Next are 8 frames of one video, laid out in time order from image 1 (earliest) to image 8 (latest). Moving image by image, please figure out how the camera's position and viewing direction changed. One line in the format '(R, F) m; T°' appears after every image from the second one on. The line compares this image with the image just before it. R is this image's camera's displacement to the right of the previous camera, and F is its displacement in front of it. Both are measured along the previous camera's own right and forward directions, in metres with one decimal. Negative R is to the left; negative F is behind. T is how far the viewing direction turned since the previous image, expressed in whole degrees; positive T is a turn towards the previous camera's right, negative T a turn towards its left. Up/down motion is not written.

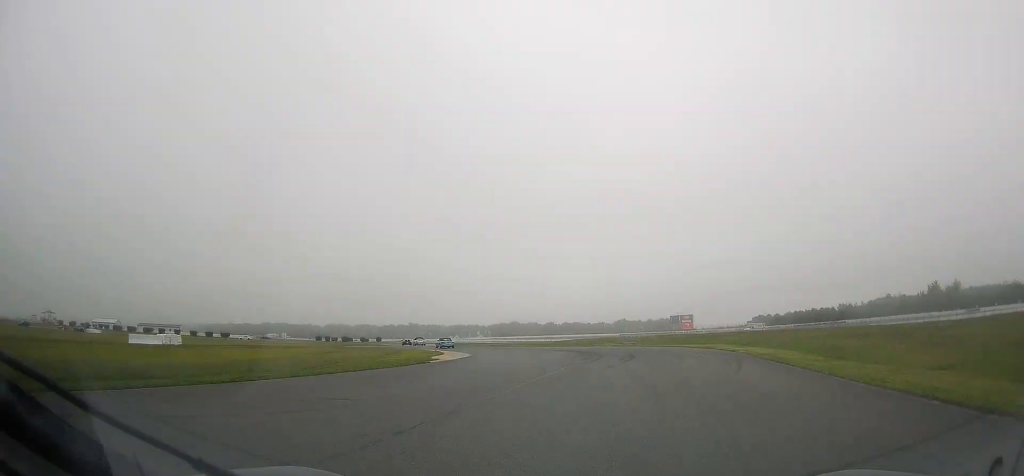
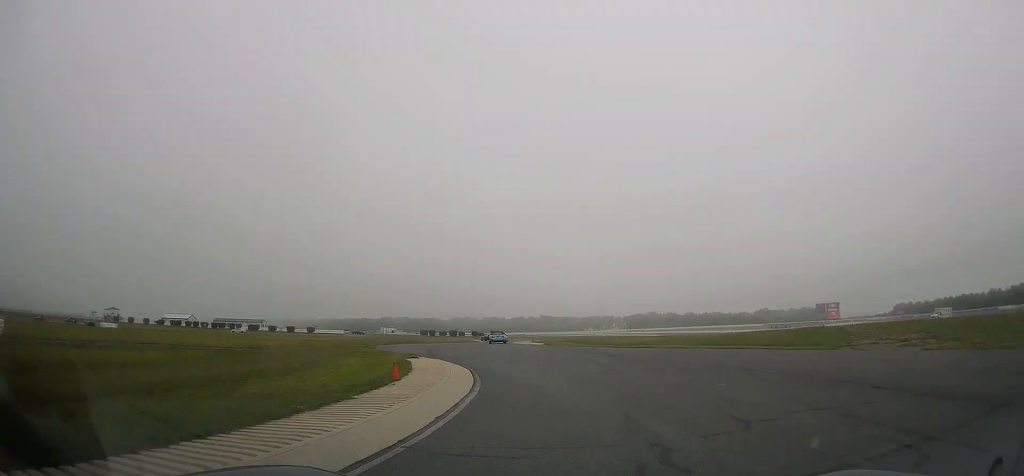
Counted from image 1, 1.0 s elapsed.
(-3.4, +34.3) m; -12°
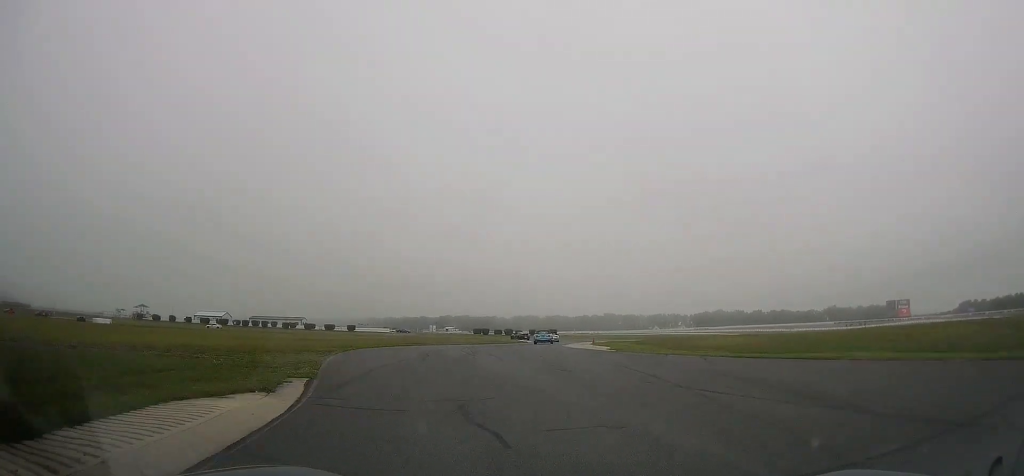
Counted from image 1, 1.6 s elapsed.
(-1.4, +18.0) m; -4°
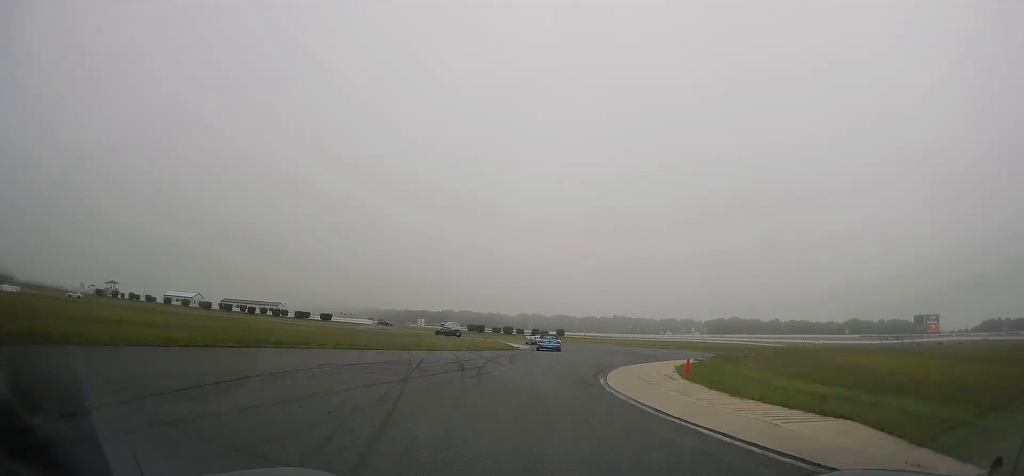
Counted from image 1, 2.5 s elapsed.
(-1.7, +27.3) m; -4°
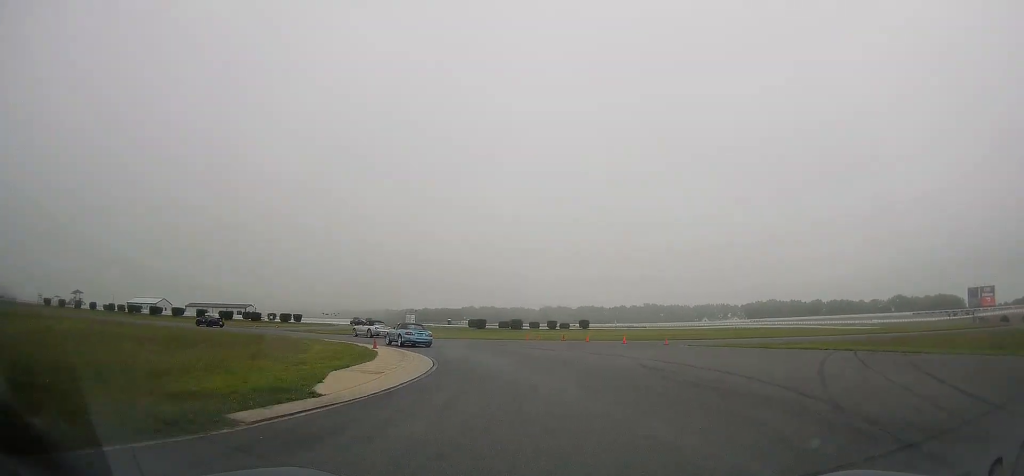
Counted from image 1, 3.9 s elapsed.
(-0.9, +36.9) m; -11°
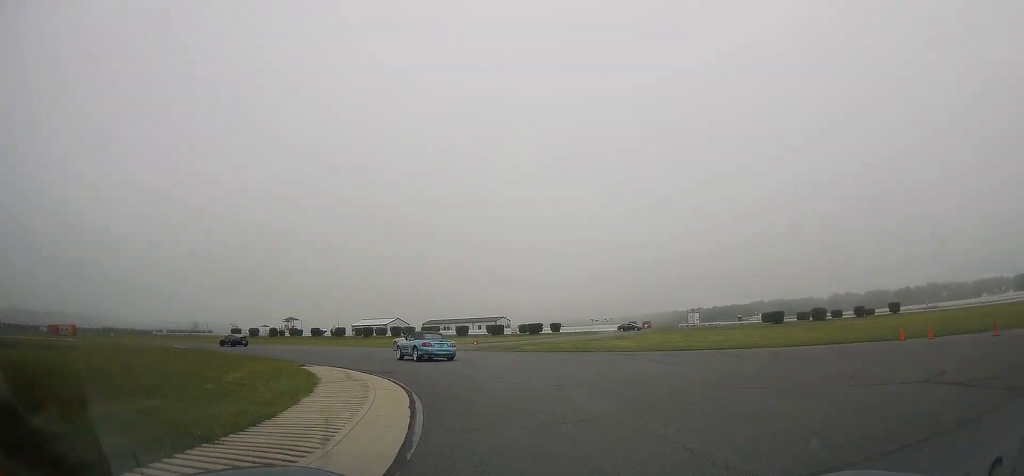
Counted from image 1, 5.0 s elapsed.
(-4.2, +23.3) m; -25°
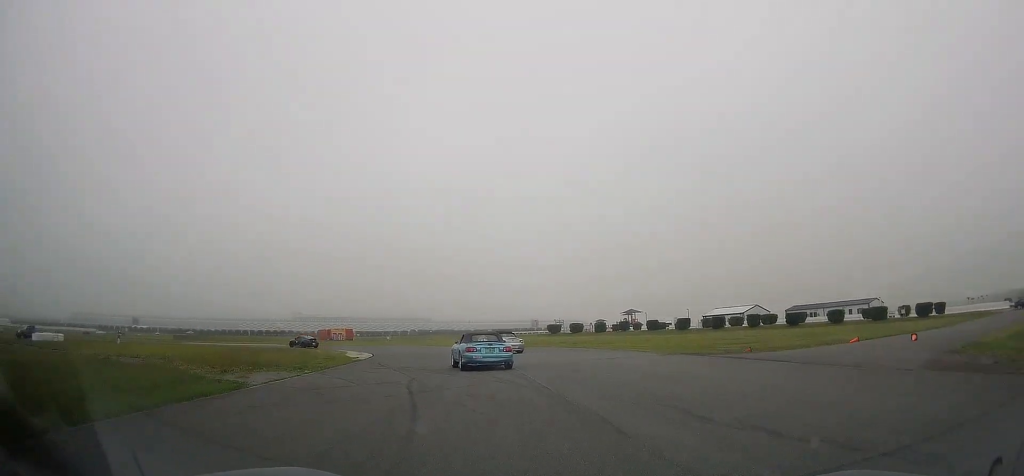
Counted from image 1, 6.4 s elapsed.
(-7.7, +25.2) m; -32°
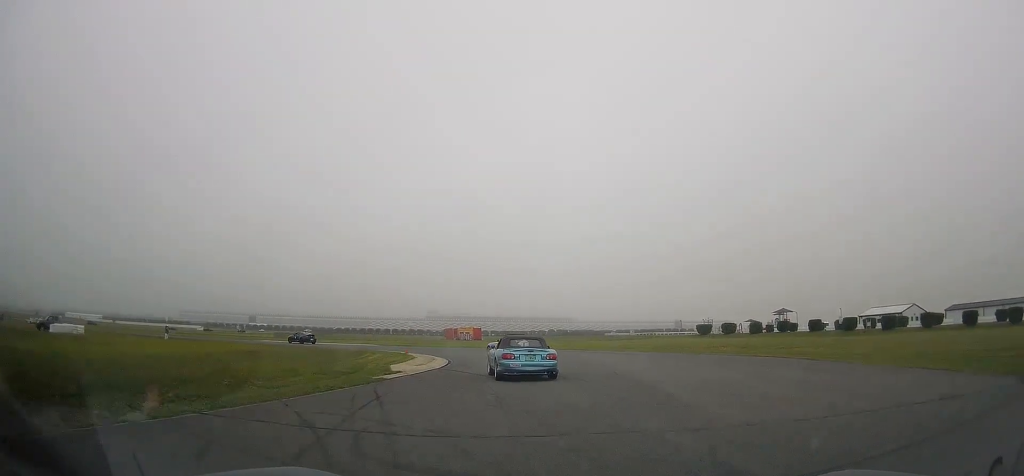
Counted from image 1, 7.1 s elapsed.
(-2.1, +14.6) m; -14°
